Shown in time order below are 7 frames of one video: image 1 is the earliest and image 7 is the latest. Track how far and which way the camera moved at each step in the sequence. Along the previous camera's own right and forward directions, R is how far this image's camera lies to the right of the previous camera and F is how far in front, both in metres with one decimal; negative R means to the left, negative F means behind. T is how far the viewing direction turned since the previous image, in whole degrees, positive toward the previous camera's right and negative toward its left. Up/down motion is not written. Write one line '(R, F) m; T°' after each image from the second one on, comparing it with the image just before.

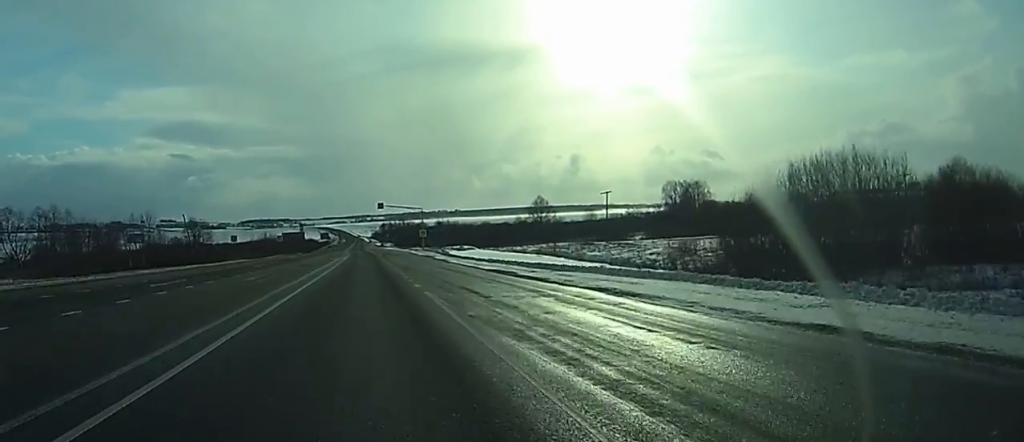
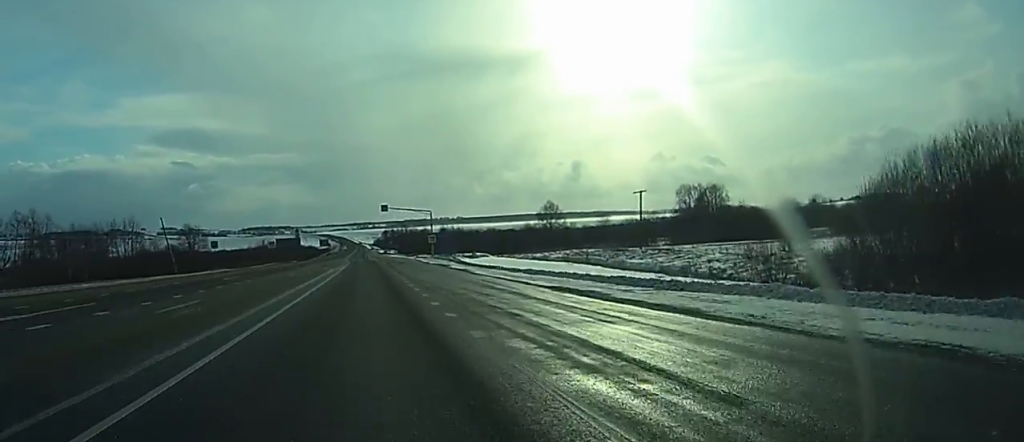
(-0.1, +13.5) m; 0°
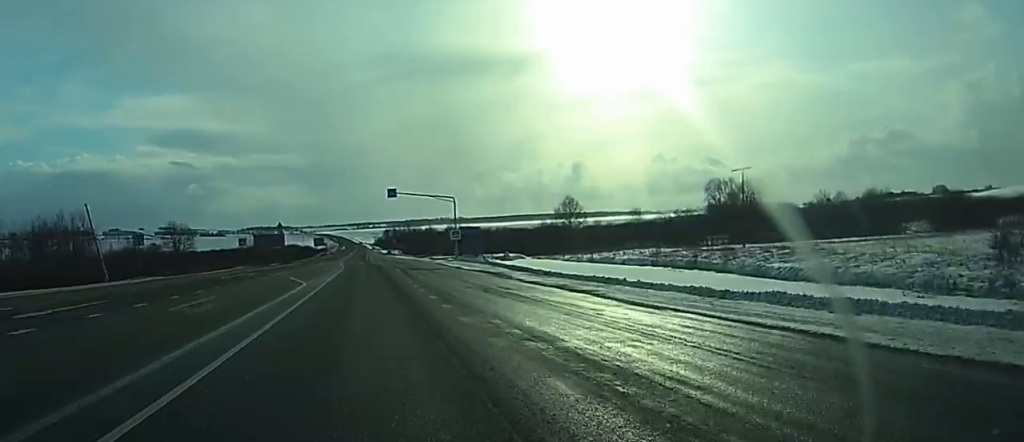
(-0.3, +28.0) m; -1°
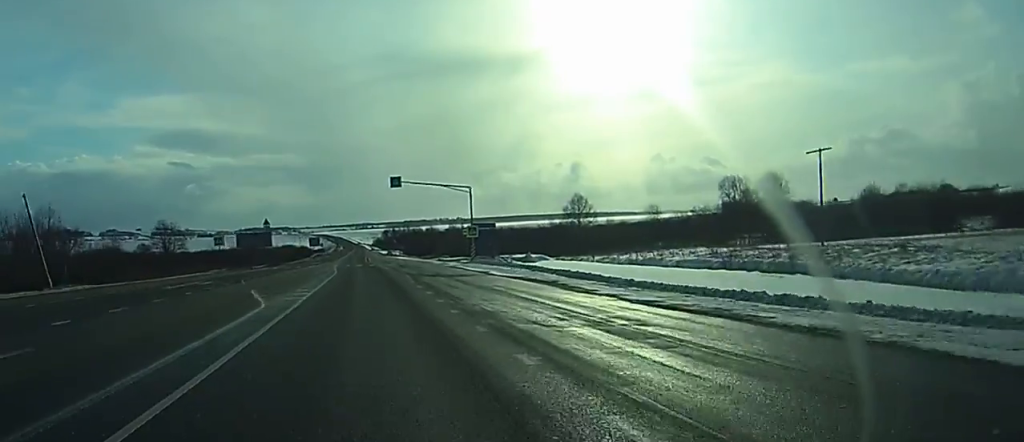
(-0.1, +13.6) m; 0°
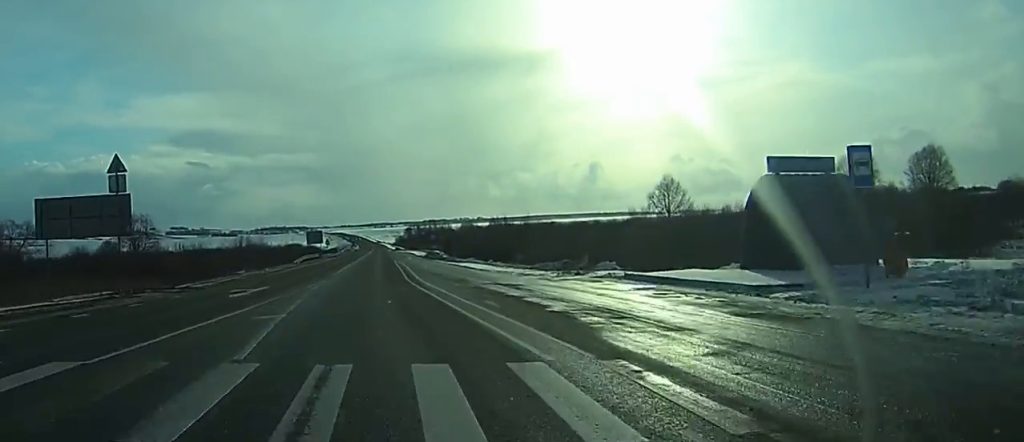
(-1.0, +65.1) m; -2°
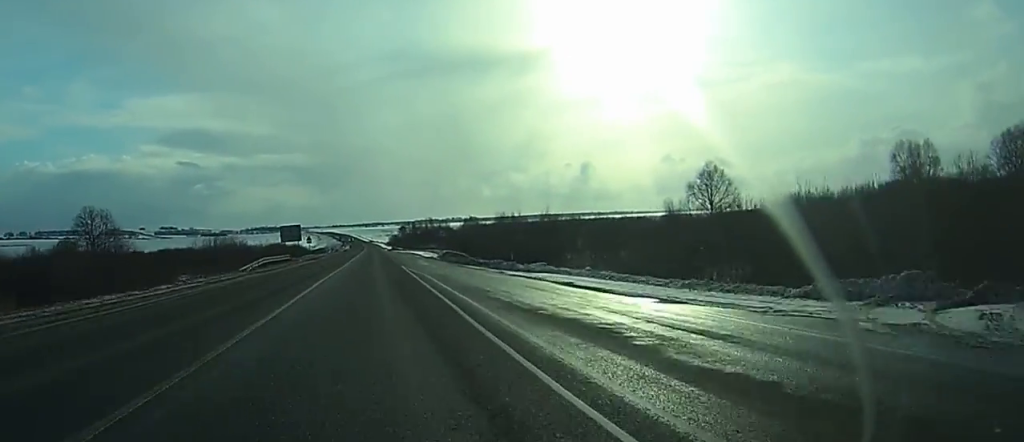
(-0.1, +31.4) m; 0°
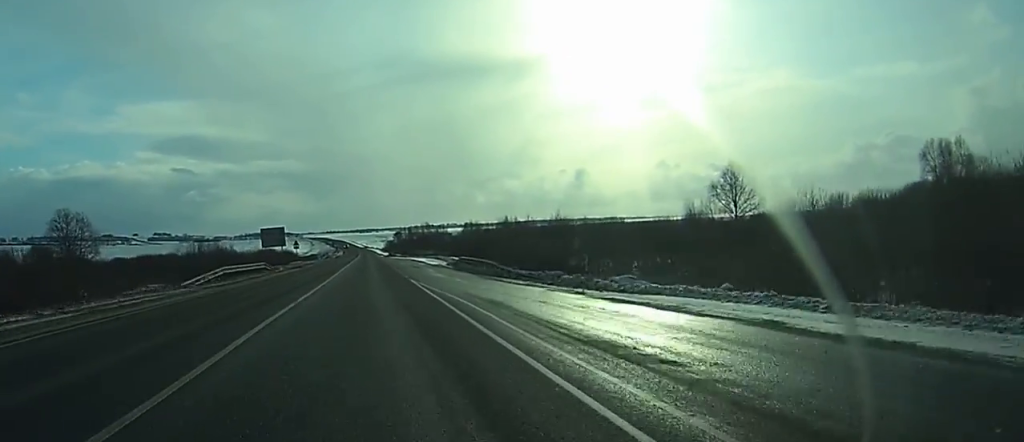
(0.0, +14.8) m; 0°
